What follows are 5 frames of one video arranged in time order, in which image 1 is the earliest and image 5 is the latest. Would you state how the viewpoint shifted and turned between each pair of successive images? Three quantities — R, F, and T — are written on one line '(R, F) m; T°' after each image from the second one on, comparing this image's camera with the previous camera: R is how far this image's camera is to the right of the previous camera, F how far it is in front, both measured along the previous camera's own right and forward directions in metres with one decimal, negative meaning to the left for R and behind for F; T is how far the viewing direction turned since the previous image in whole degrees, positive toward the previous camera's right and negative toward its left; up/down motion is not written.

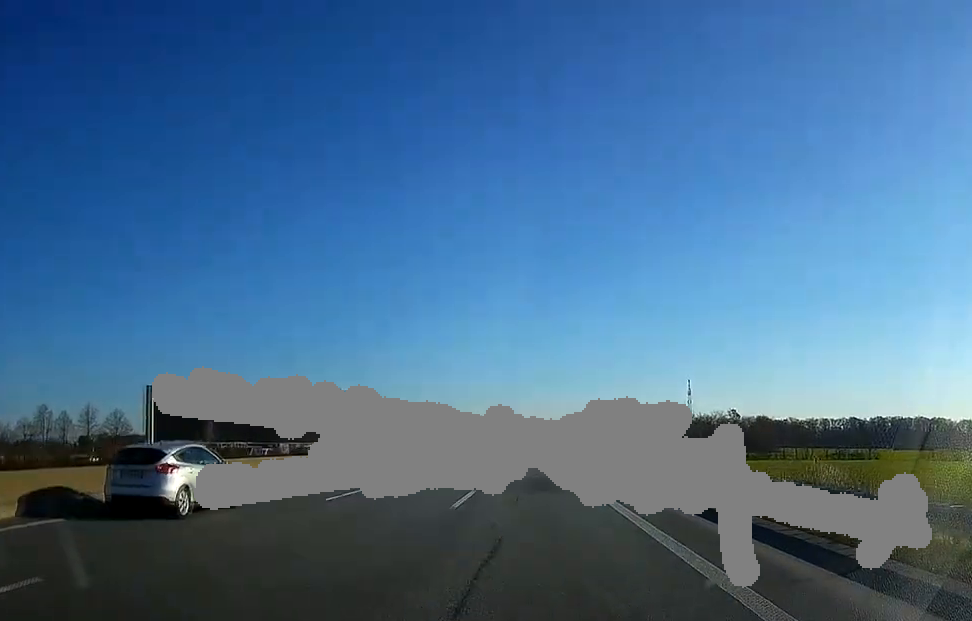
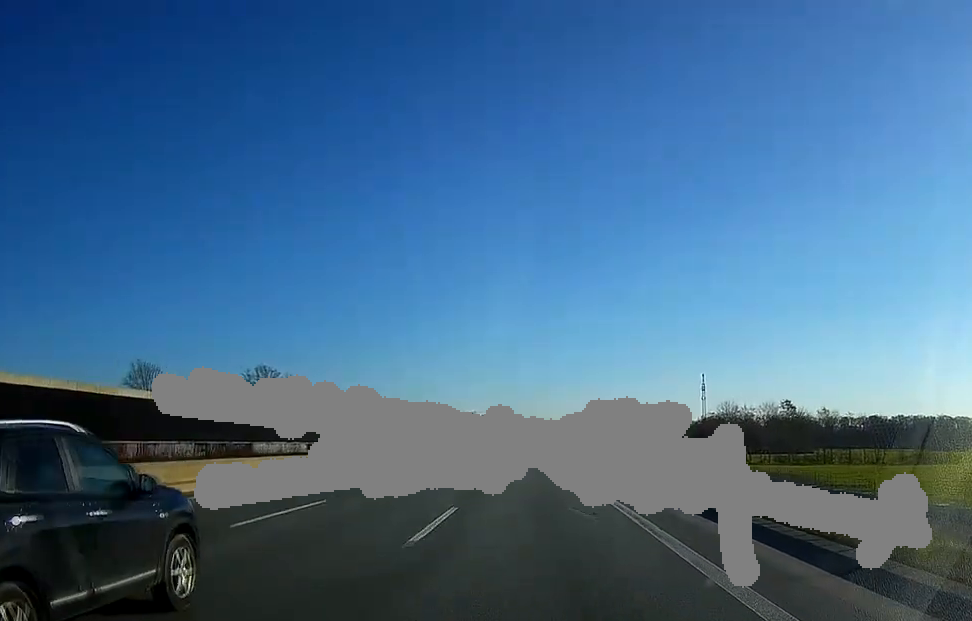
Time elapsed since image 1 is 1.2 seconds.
(-0.4, +43.1) m; 0°
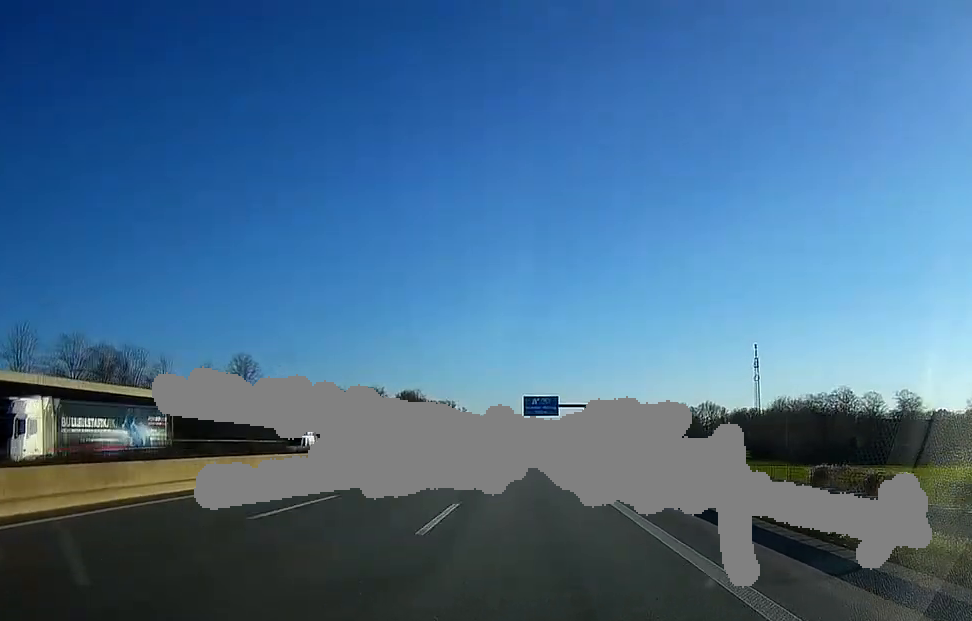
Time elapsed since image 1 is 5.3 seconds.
(+2.0, +146.1) m; +1°
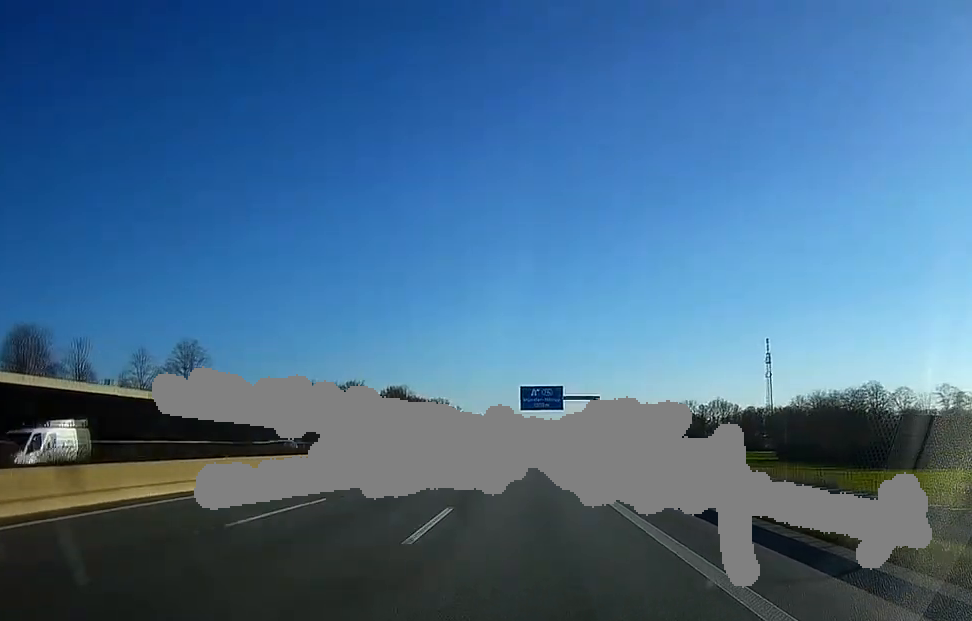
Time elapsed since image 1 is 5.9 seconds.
(+0.2, +19.7) m; 0°
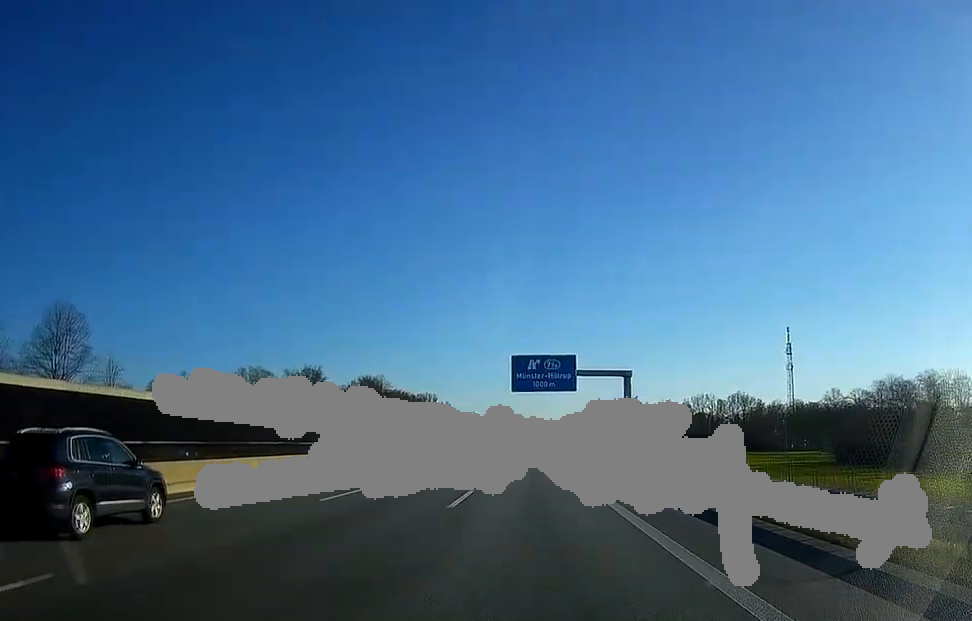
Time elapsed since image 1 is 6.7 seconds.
(+0.2, +30.5) m; 0°
